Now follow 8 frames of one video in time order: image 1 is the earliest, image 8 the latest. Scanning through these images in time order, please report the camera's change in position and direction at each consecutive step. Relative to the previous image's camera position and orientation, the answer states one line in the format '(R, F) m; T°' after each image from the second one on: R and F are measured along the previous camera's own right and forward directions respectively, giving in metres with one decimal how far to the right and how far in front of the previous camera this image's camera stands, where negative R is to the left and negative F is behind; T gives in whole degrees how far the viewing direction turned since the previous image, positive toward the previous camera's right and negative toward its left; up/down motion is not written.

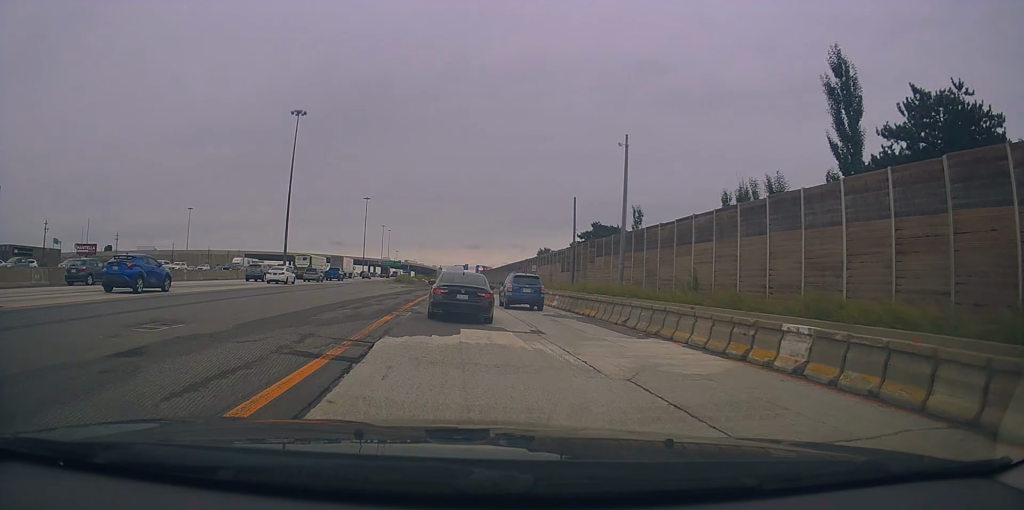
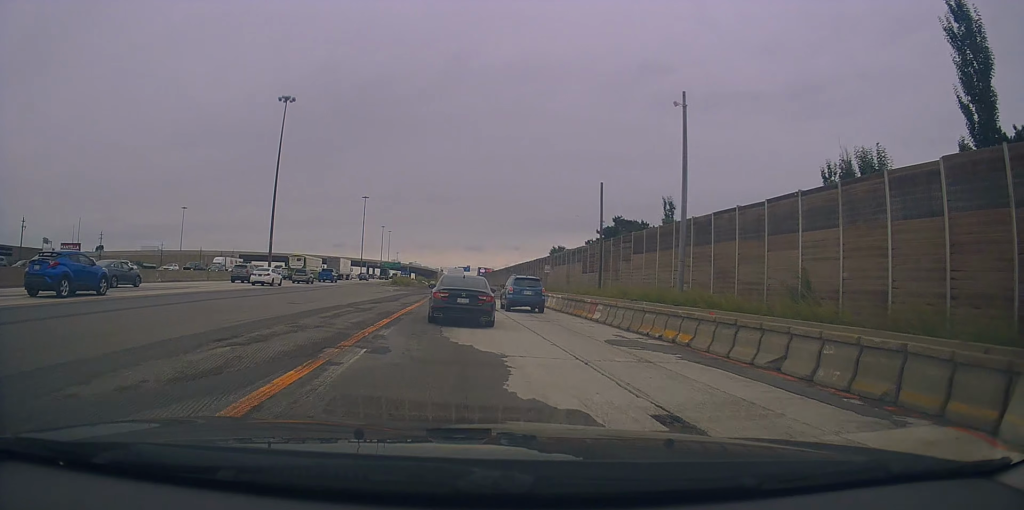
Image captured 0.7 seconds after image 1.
(+0.2, +9.5) m; +1°
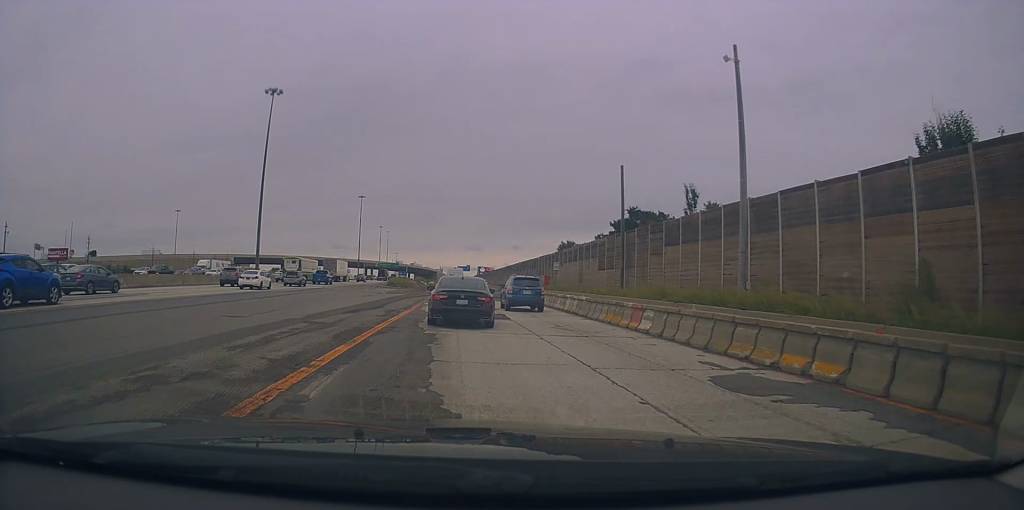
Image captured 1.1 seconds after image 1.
(0.0, +6.0) m; 0°
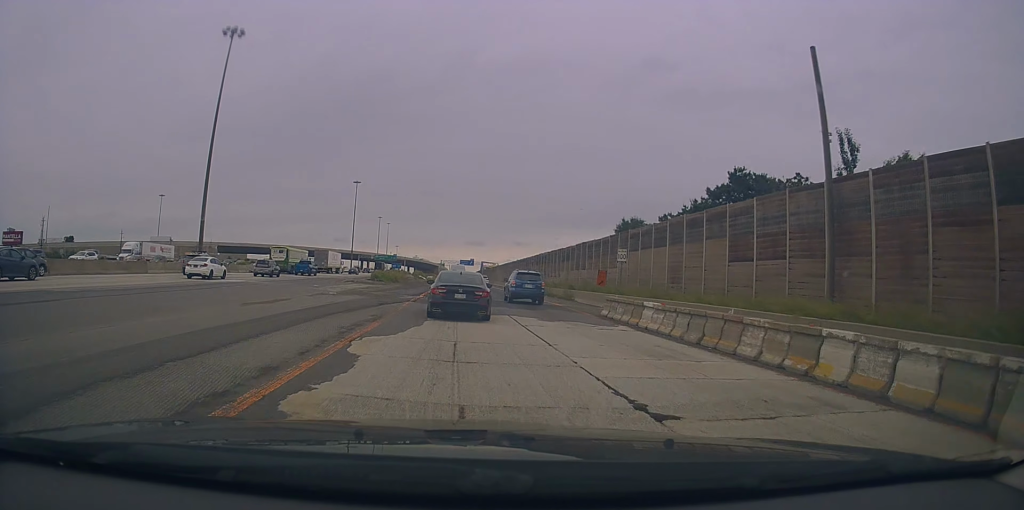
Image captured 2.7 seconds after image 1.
(-0.4, +22.4) m; -1°
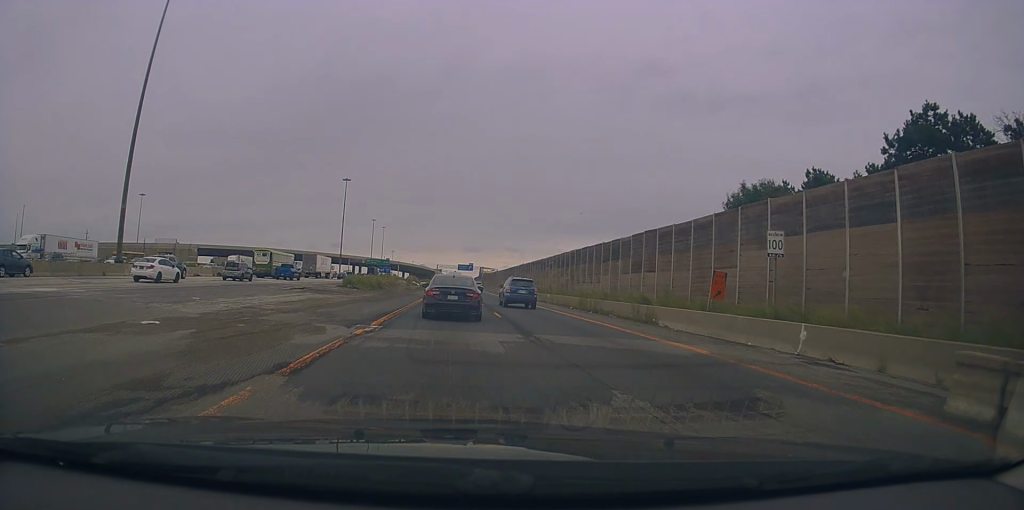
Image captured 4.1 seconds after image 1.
(+0.2, +18.1) m; -1°
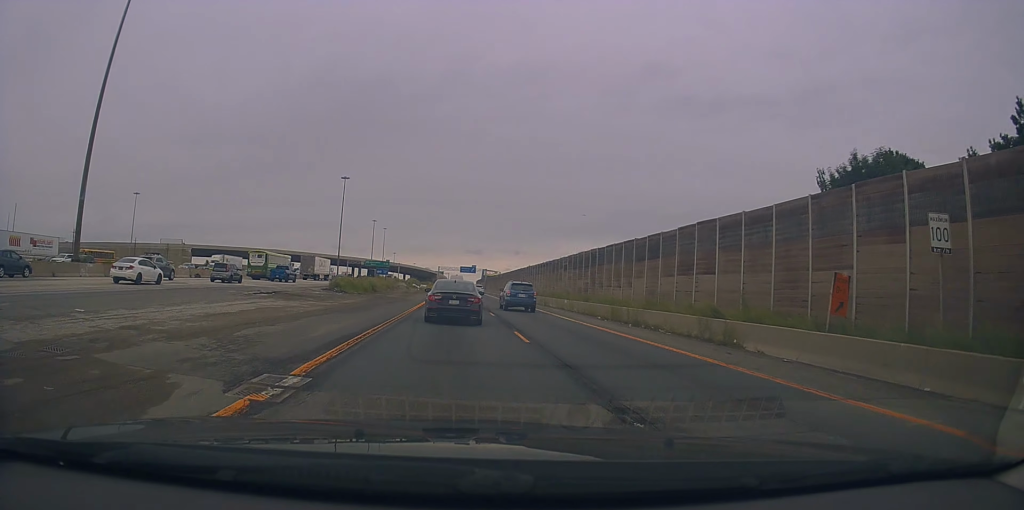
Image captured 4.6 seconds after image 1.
(0.0, +7.4) m; -2°
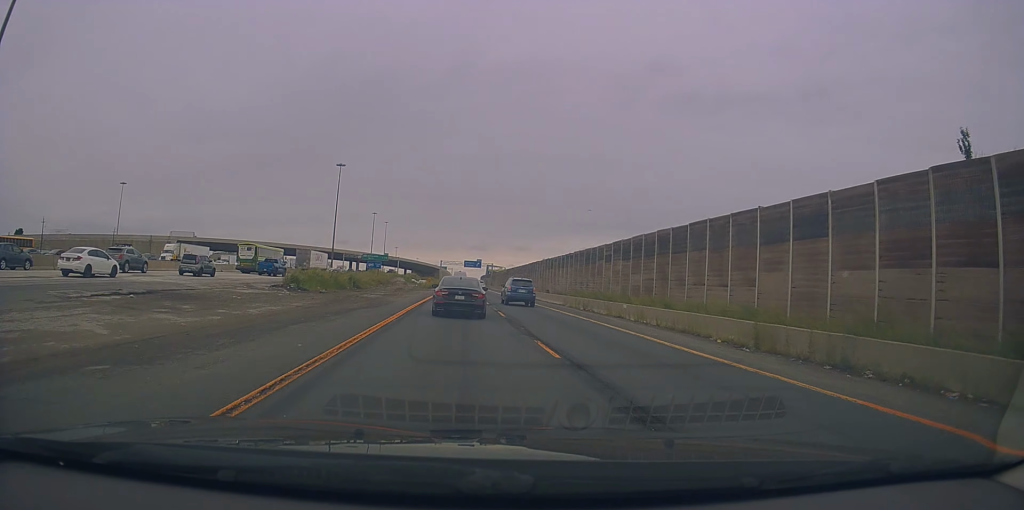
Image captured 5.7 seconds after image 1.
(-0.6, +15.2) m; +1°
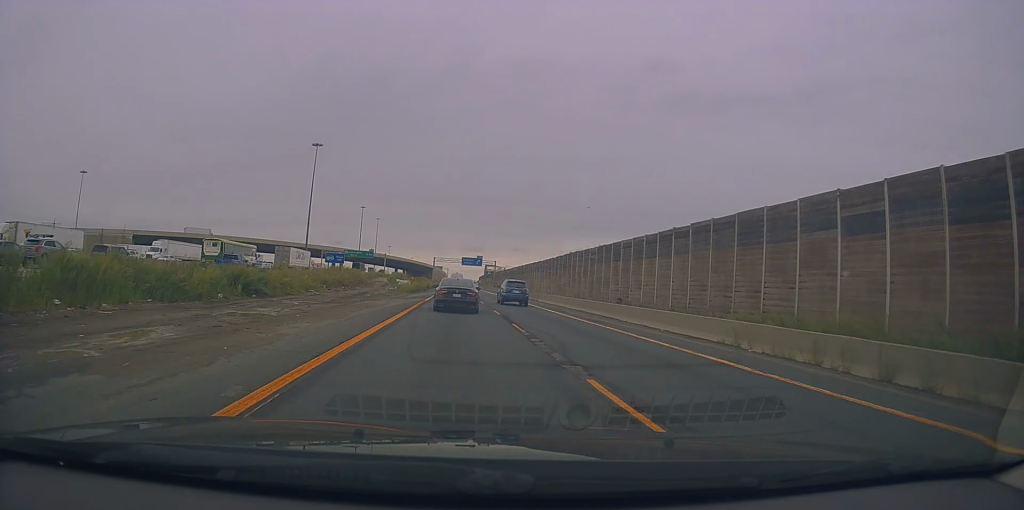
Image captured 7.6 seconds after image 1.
(+0.8, +29.2) m; 0°
